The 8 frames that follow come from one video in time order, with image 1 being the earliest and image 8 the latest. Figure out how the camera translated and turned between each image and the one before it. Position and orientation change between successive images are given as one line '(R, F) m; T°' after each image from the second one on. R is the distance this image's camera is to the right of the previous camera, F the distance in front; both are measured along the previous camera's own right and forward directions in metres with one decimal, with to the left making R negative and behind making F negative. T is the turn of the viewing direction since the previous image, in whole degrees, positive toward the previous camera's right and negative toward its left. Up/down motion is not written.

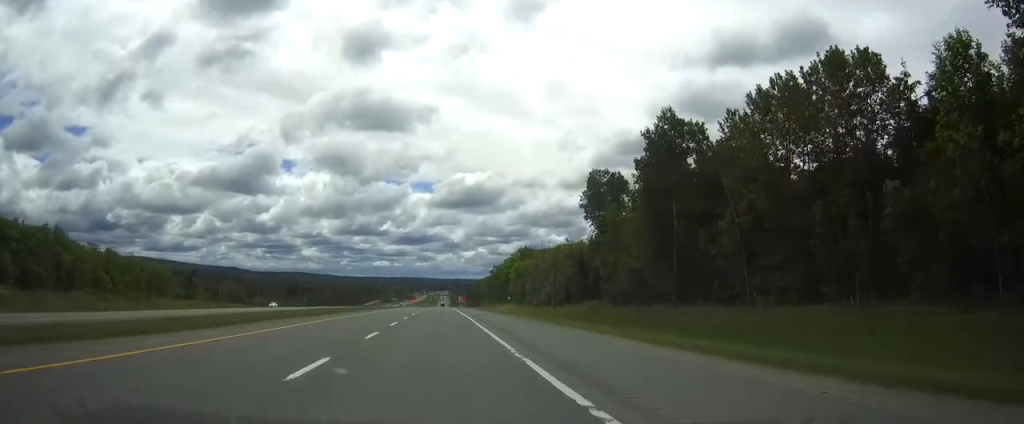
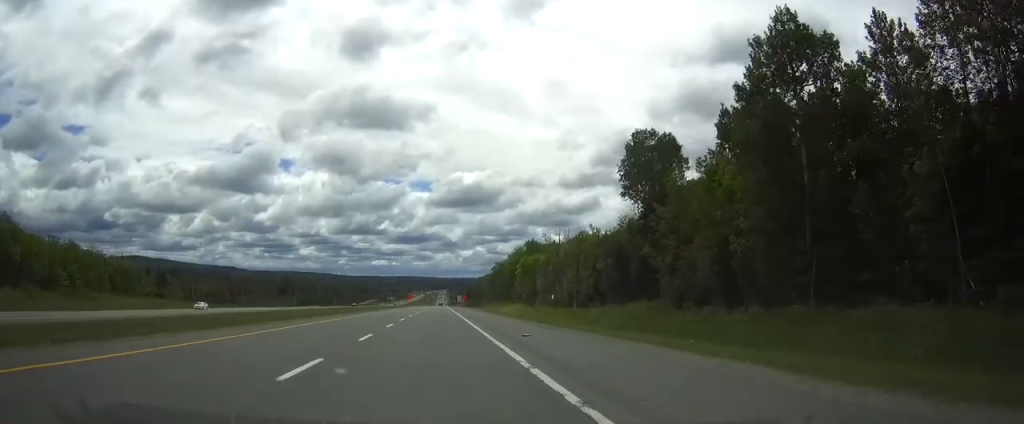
(0.0, +27.3) m; 0°
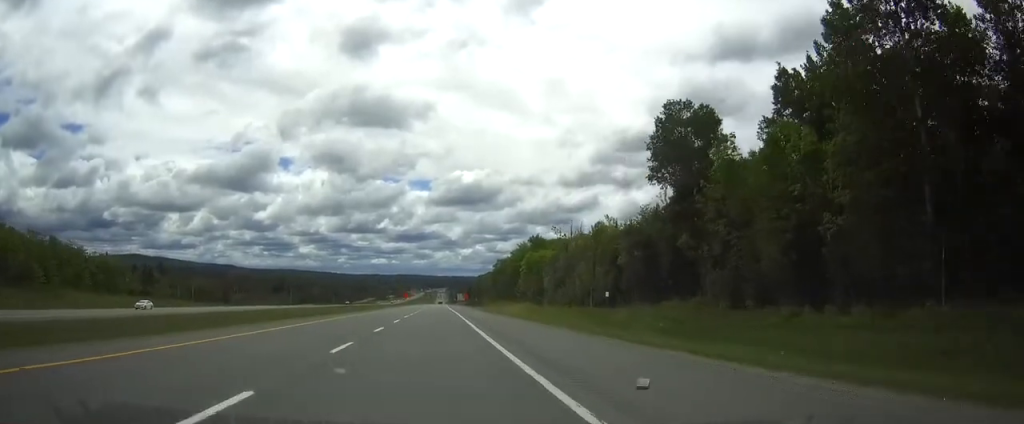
(0.0, +13.1) m; 0°
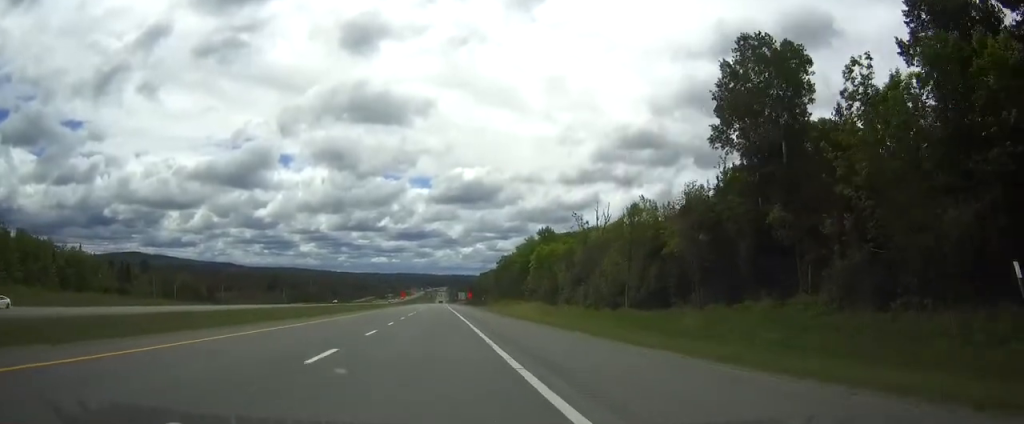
(0.0, +20.3) m; 0°
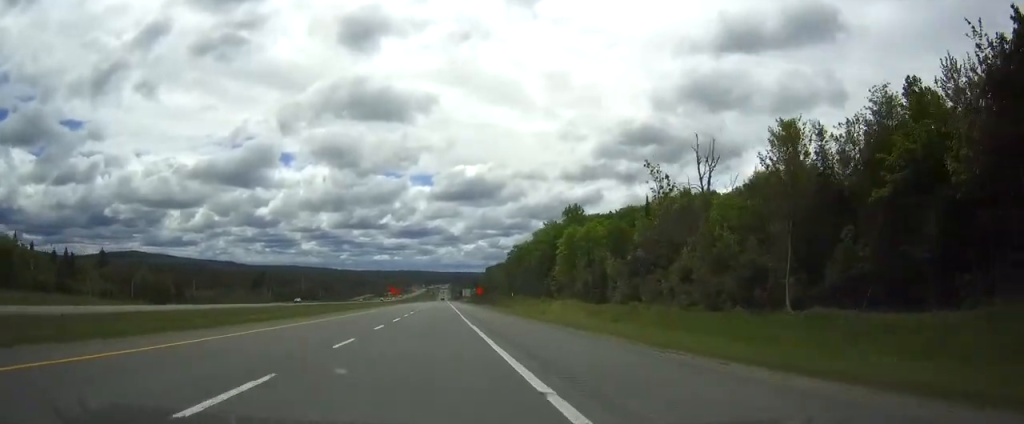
(-0.1, +41.7) m; 0°
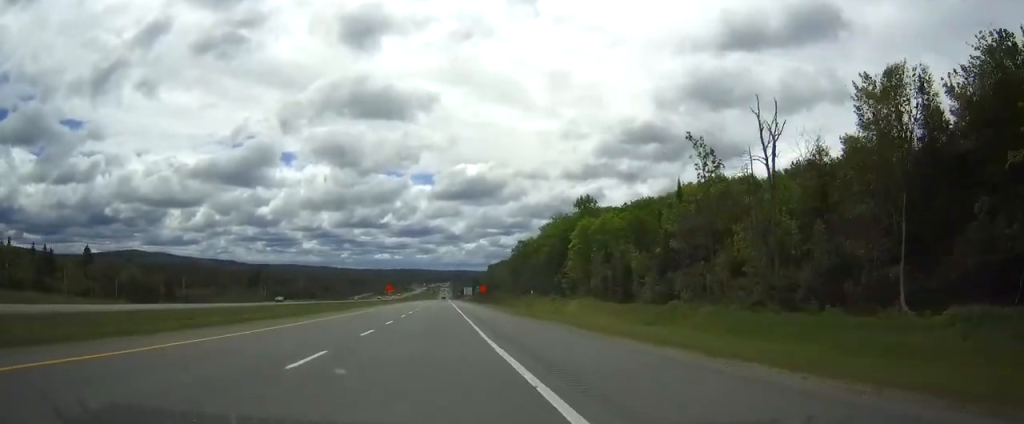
(0.0, +13.3) m; 0°
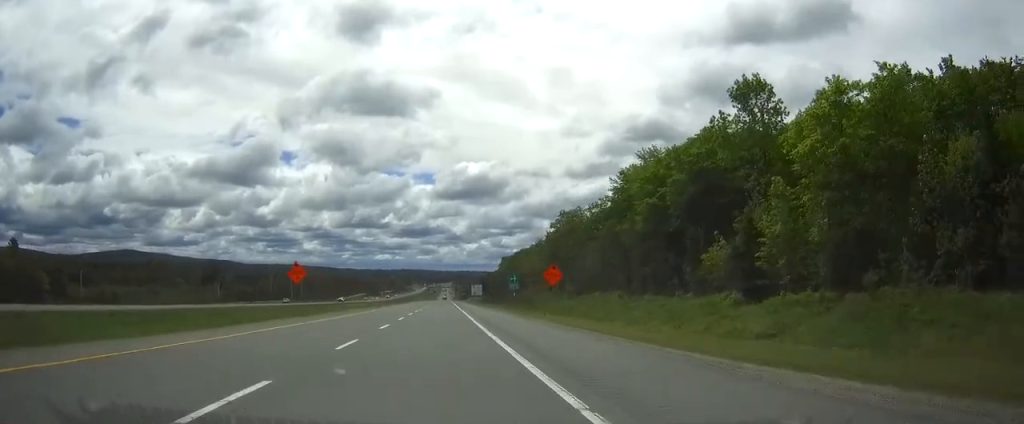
(+0.1, +85.3) m; 0°
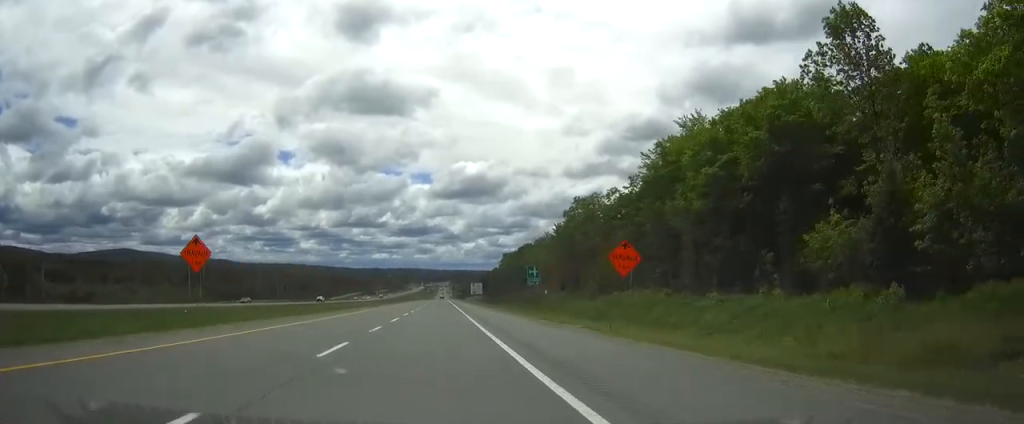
(-0.1, +20.6) m; 0°
